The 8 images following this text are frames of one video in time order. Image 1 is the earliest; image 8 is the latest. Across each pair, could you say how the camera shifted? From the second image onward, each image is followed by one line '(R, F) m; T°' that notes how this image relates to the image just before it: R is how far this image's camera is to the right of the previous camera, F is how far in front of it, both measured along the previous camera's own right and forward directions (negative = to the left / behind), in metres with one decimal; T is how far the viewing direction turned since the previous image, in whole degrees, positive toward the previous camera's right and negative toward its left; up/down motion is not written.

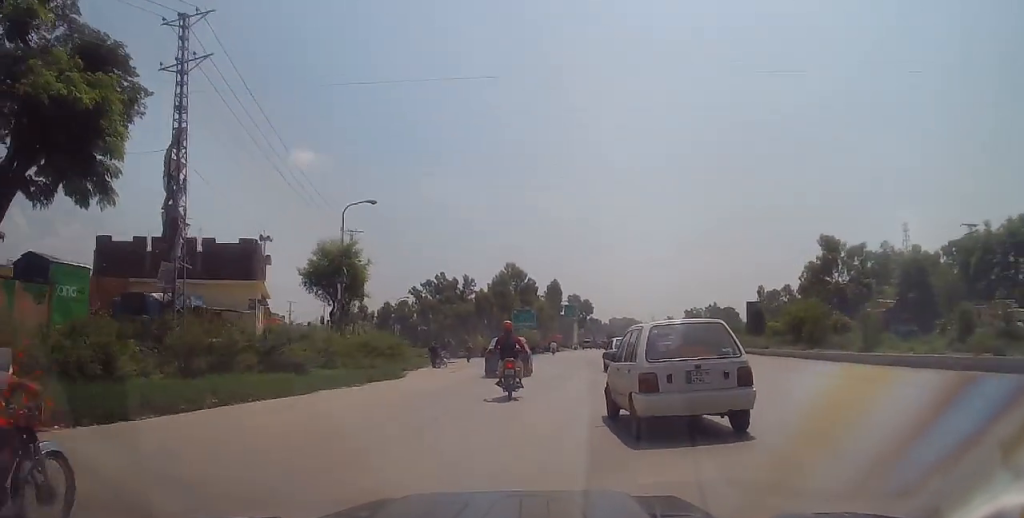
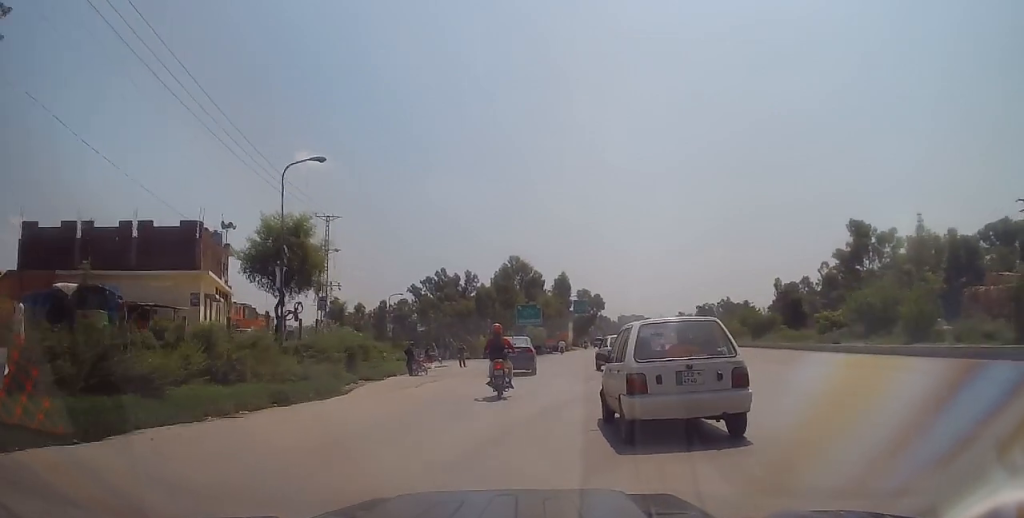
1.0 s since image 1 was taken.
(-0.2, +9.2) m; -3°
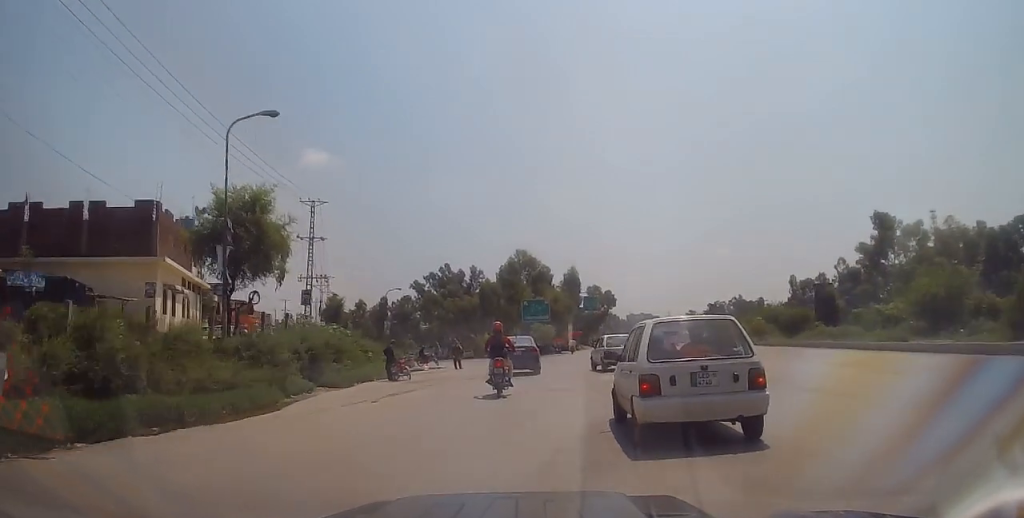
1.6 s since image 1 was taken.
(-0.2, +5.8) m; -1°
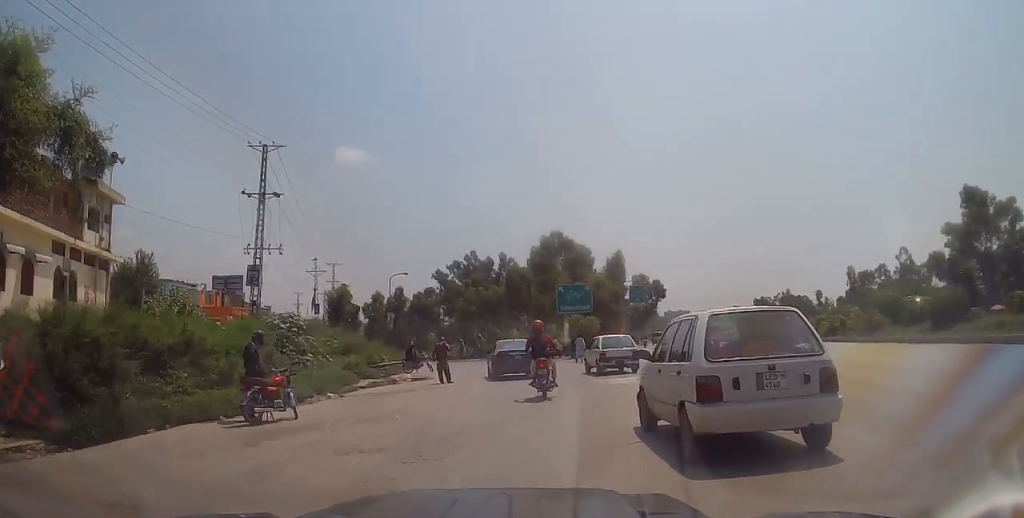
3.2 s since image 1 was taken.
(0.0, +15.1) m; -2°
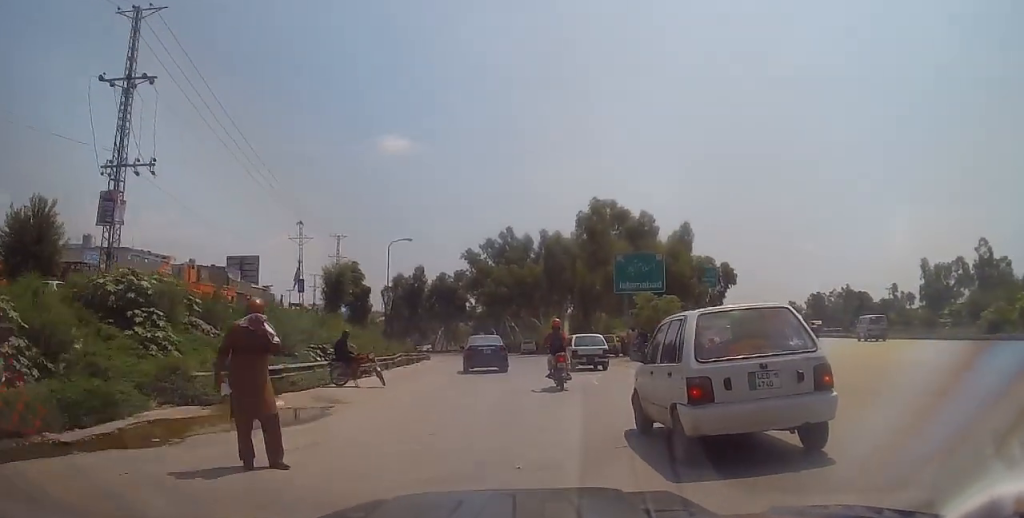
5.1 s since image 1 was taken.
(-0.8, +16.7) m; -6°
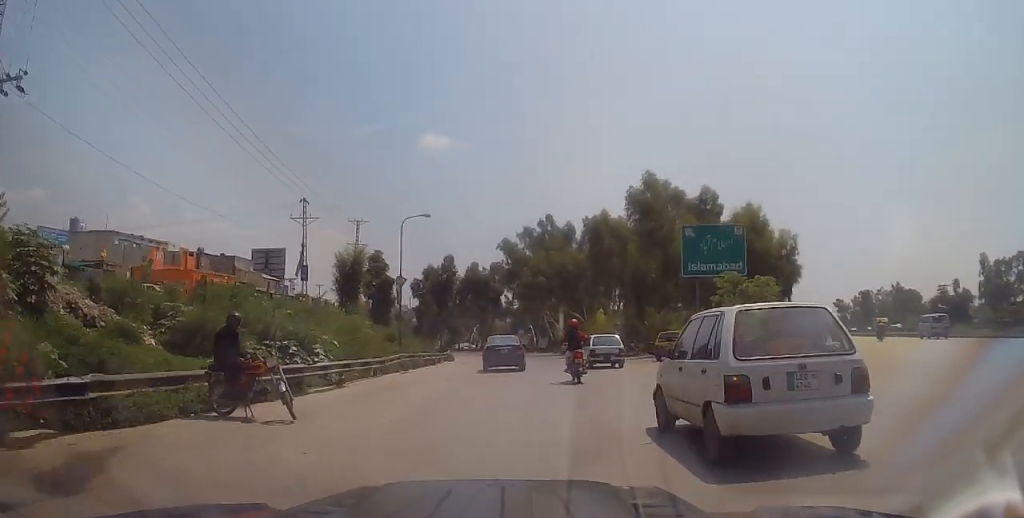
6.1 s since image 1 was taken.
(-0.4, +8.6) m; -4°
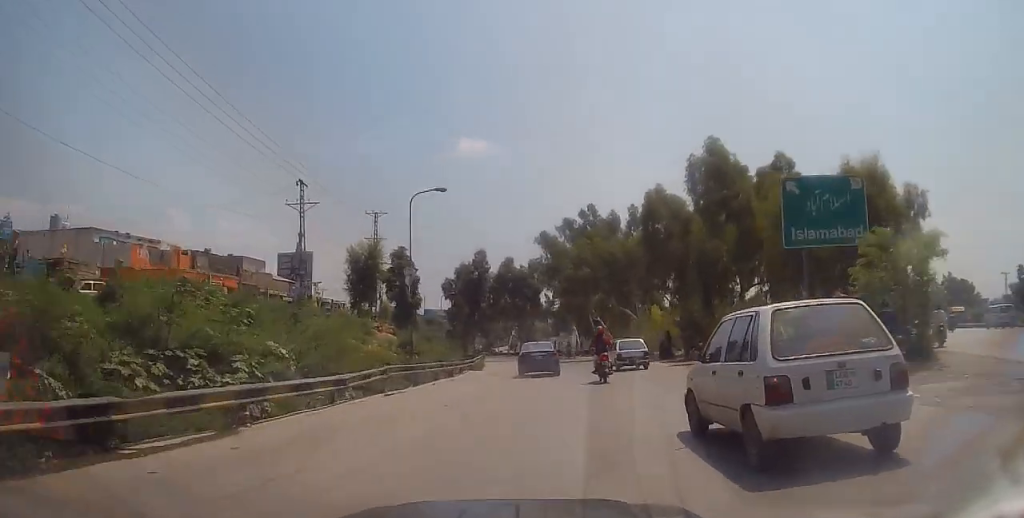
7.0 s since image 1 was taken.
(-0.2, +8.4) m; 0°
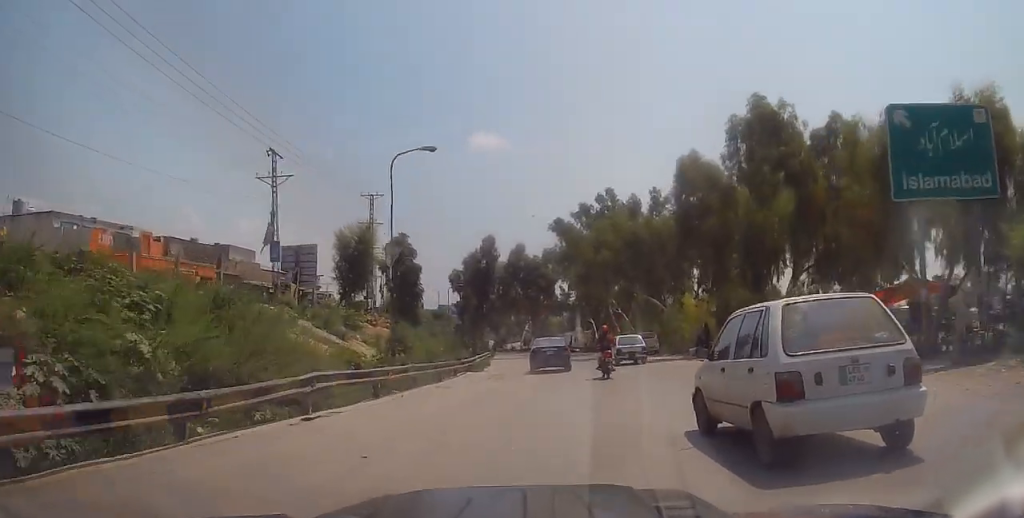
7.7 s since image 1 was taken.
(+0.1, +6.4) m; +1°
